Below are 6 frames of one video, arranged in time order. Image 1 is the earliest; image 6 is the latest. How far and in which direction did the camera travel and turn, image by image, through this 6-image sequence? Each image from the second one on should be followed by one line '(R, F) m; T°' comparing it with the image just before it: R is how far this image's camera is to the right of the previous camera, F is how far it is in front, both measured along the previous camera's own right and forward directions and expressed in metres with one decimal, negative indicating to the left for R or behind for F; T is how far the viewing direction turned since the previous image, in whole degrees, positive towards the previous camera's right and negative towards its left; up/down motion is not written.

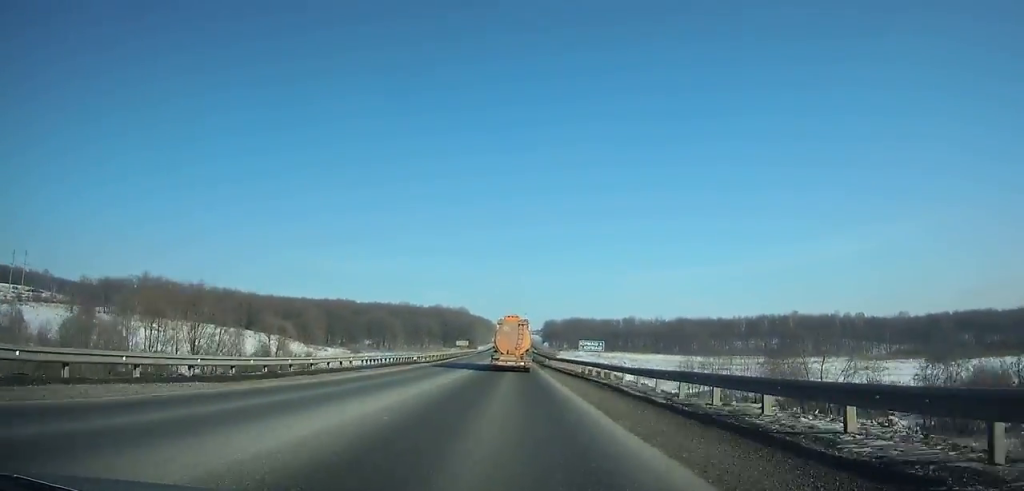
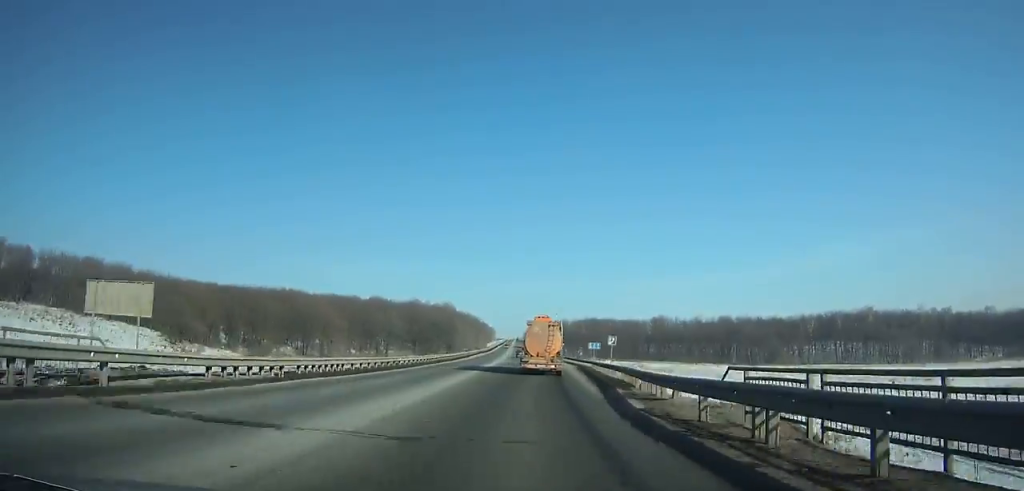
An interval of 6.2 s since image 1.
(-0.2, +118.5) m; 0°
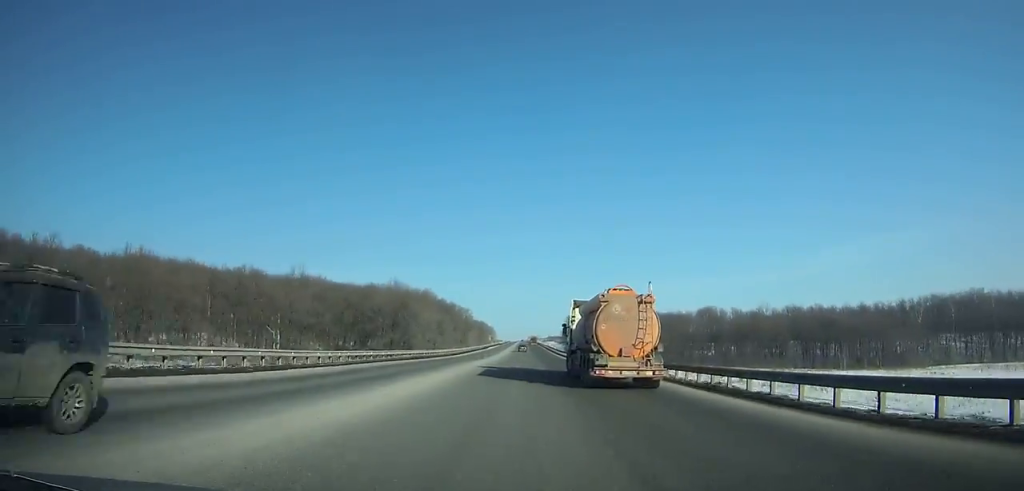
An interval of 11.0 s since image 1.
(0.0, +107.5) m; 0°
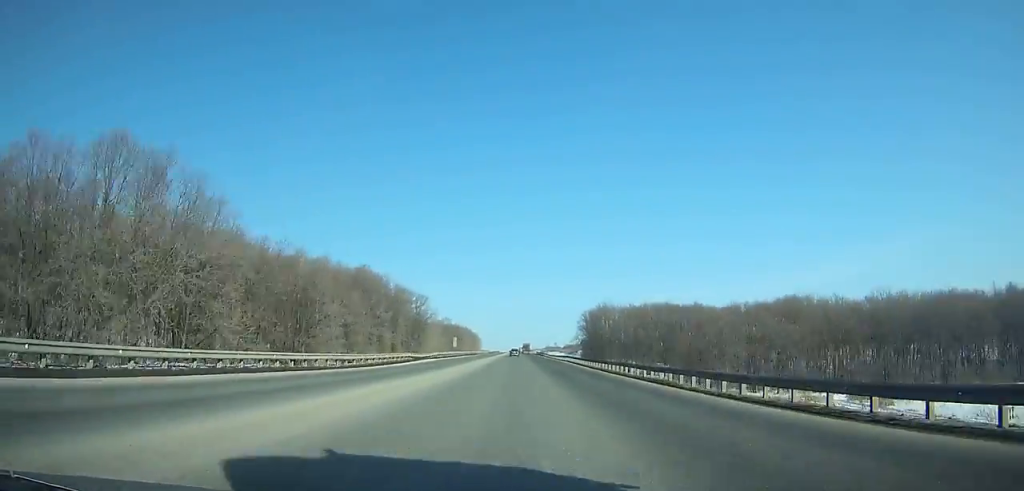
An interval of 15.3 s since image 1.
(+1.0, +110.2) m; +1°
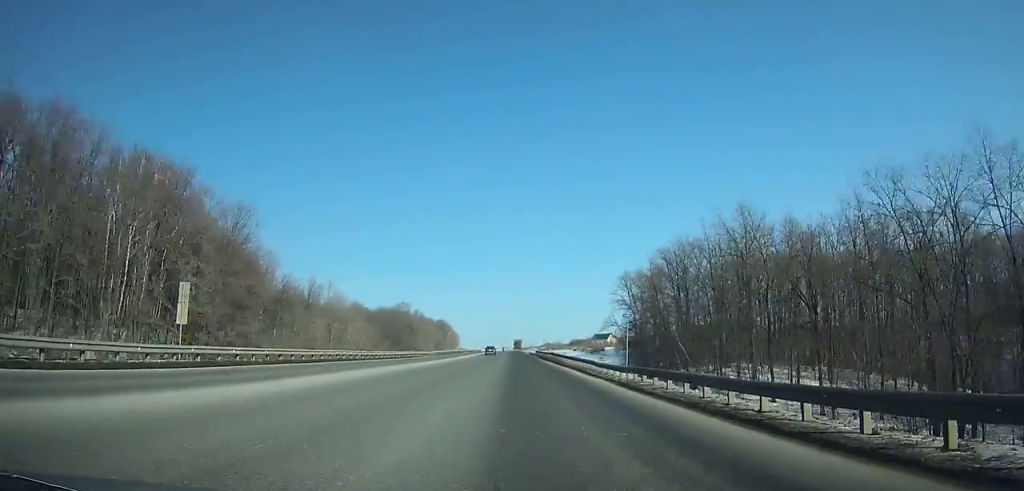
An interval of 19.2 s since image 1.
(+0.1, +106.3) m; 0°
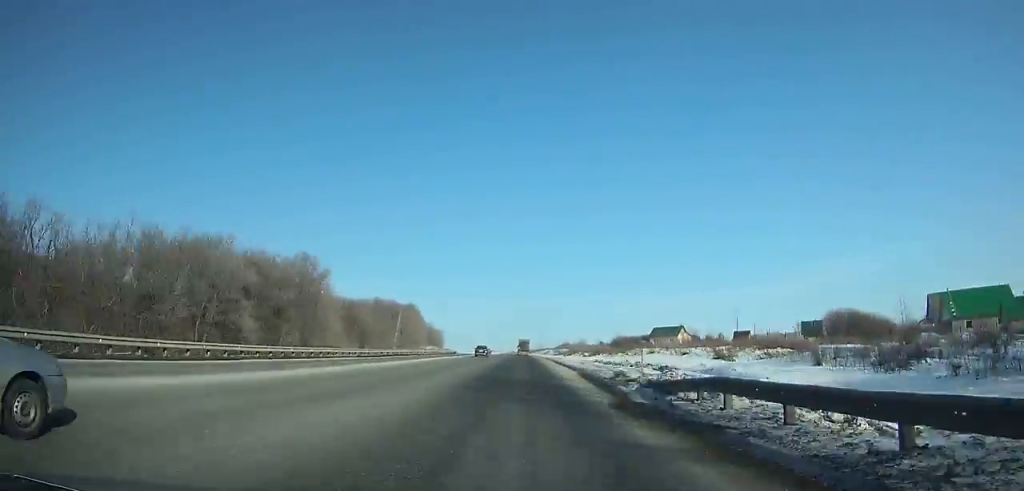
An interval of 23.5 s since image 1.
(-0.6, +120.5) m; 0°
